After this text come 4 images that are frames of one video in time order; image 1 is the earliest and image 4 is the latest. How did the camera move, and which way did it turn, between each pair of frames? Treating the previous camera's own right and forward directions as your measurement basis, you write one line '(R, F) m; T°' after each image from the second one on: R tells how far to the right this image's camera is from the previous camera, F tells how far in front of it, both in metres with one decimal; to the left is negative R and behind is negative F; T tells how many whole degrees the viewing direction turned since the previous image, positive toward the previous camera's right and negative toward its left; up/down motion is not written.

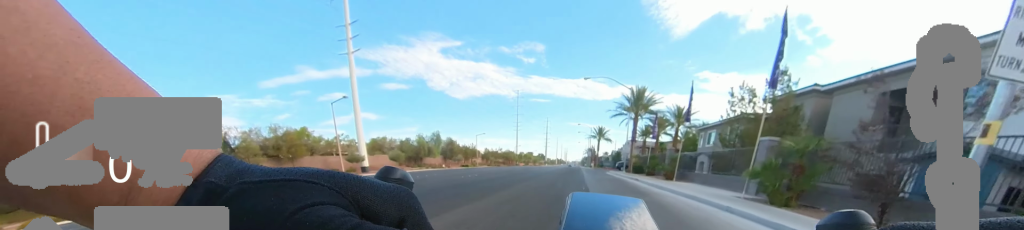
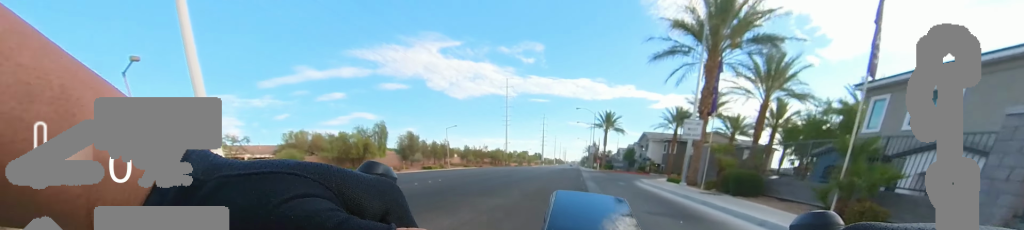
(0.0, +19.8) m; 0°
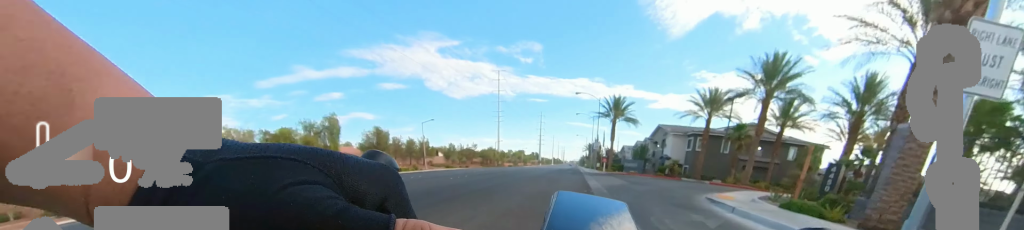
(0.0, +10.5) m; 0°
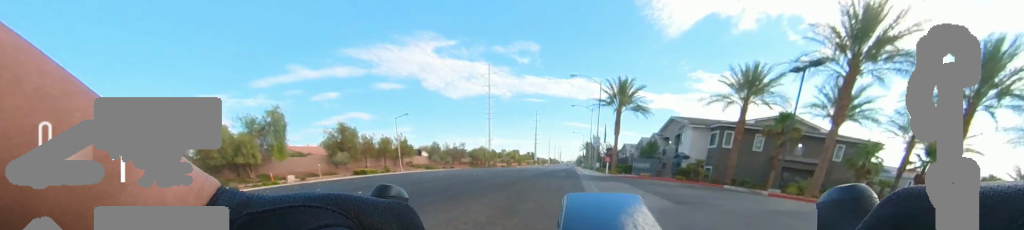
(0.0, +7.6) m; 0°
